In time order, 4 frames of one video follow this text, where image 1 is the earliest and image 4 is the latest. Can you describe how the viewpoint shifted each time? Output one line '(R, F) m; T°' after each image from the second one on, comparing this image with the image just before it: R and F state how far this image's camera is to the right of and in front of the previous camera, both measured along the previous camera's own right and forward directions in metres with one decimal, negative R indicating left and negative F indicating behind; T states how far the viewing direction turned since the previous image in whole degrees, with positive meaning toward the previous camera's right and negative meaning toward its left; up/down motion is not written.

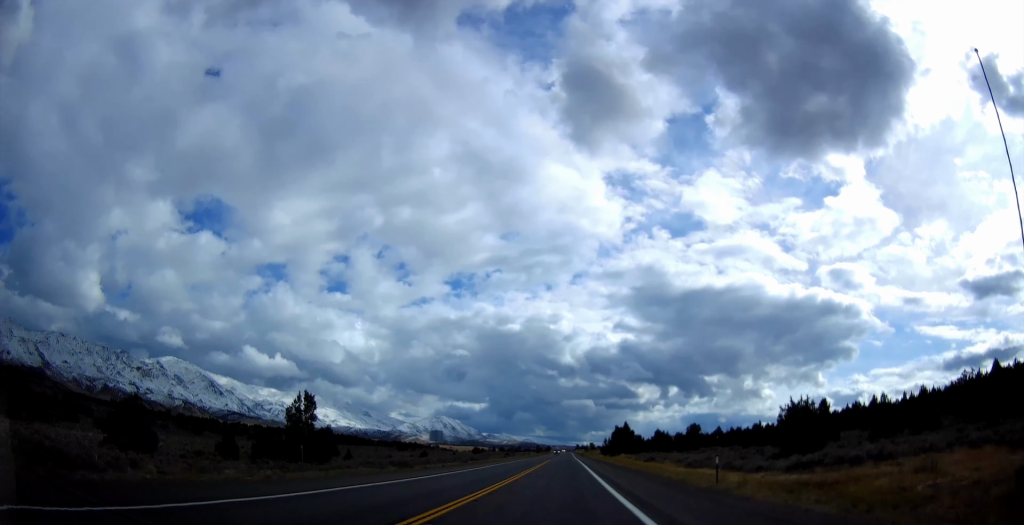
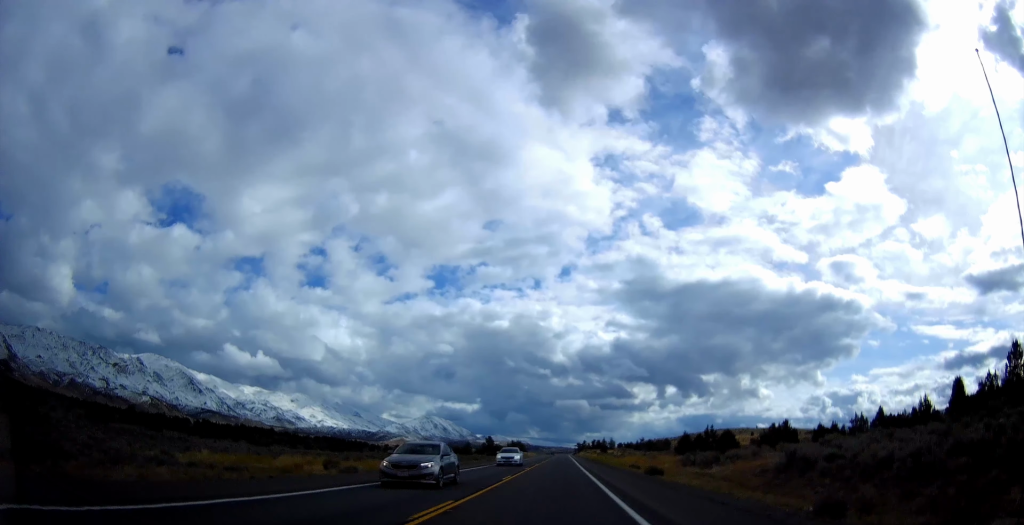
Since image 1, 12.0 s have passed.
(-1.7, +327.5) m; 0°
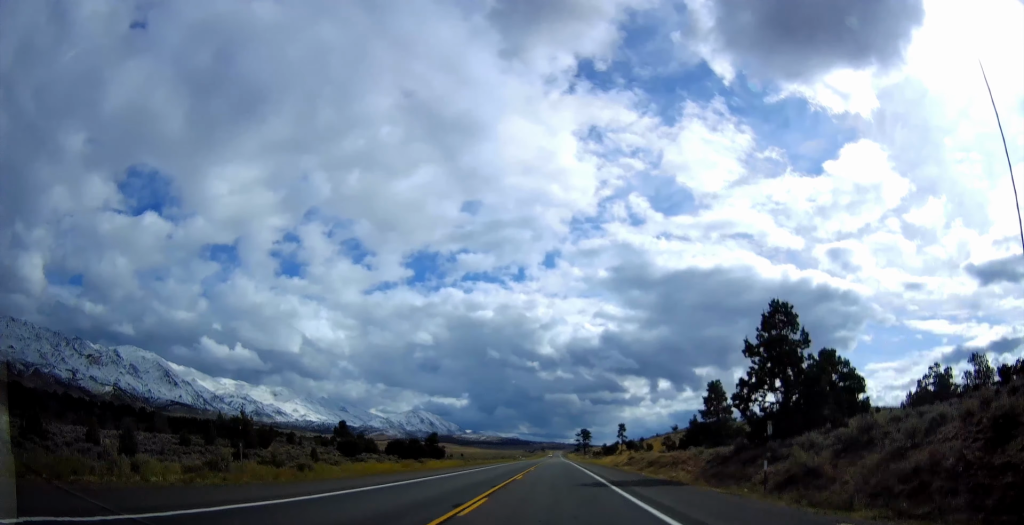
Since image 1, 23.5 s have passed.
(+1.2, +306.1) m; 0°
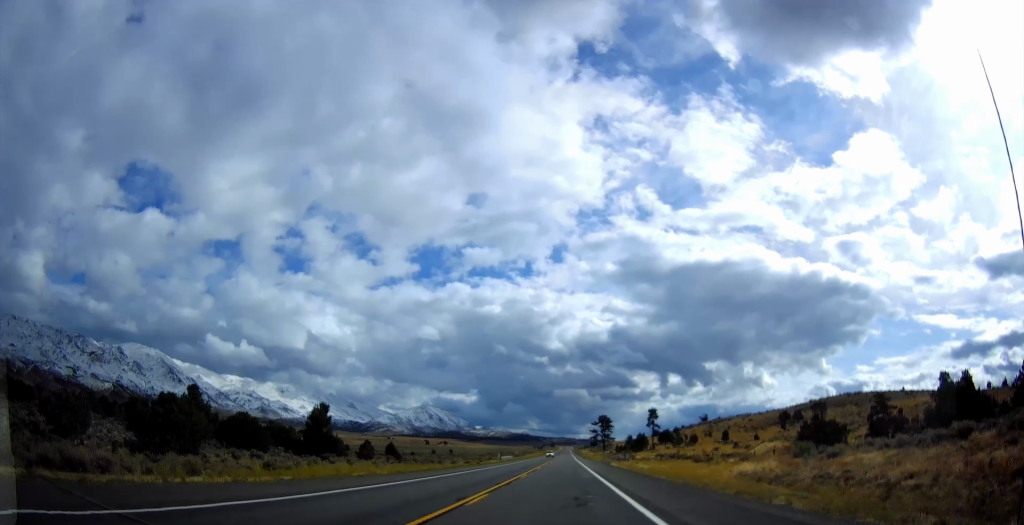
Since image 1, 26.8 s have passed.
(-0.4, +84.8) m; 0°
